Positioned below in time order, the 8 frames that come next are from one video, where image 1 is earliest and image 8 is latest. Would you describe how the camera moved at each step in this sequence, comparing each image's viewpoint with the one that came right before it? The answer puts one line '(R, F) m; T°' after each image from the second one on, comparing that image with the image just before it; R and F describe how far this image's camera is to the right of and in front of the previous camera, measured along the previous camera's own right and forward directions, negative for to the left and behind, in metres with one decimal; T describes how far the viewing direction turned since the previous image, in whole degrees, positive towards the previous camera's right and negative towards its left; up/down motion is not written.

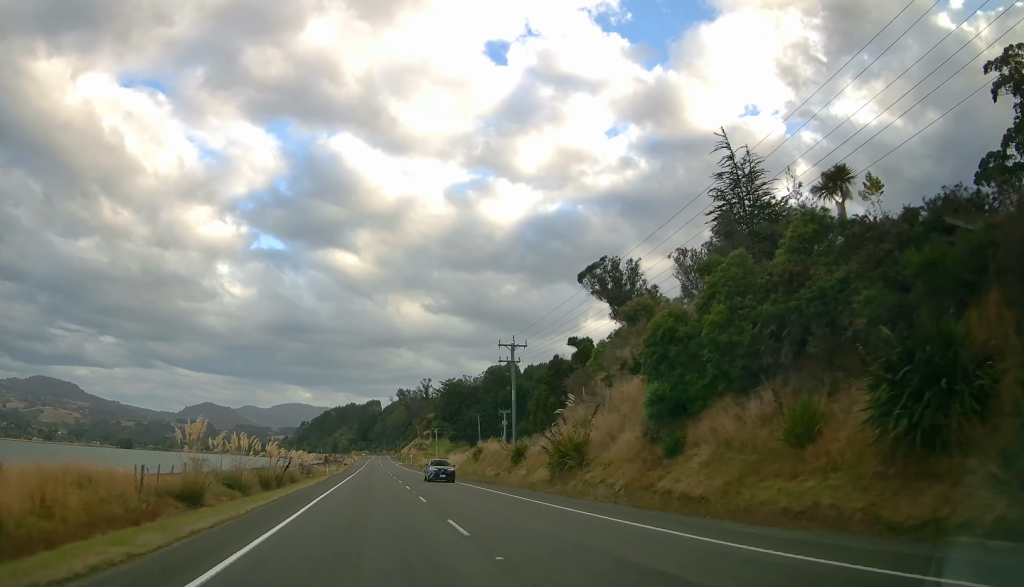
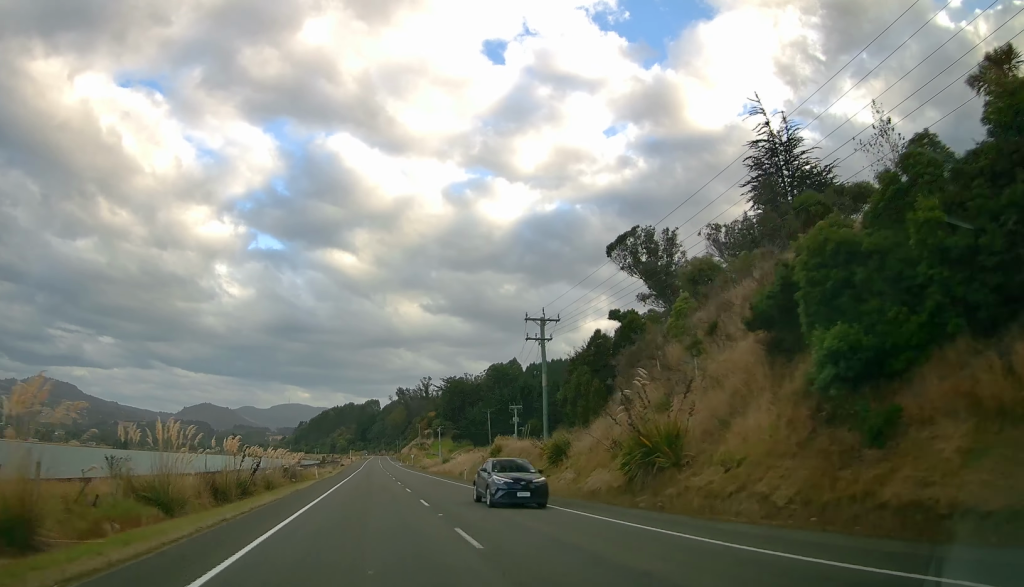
(0.0, +11.6) m; 0°
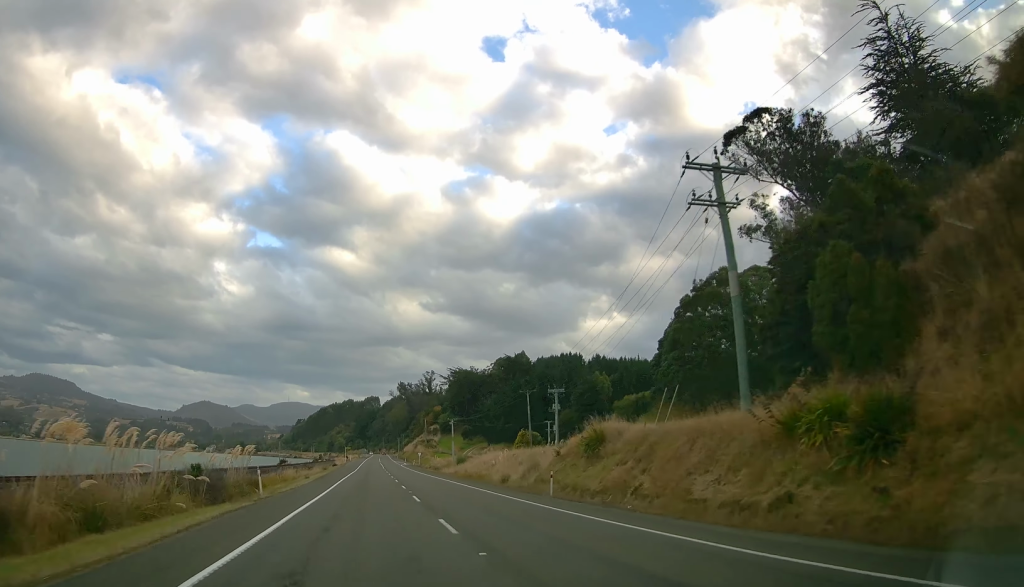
(-0.1, +27.6) m; -1°
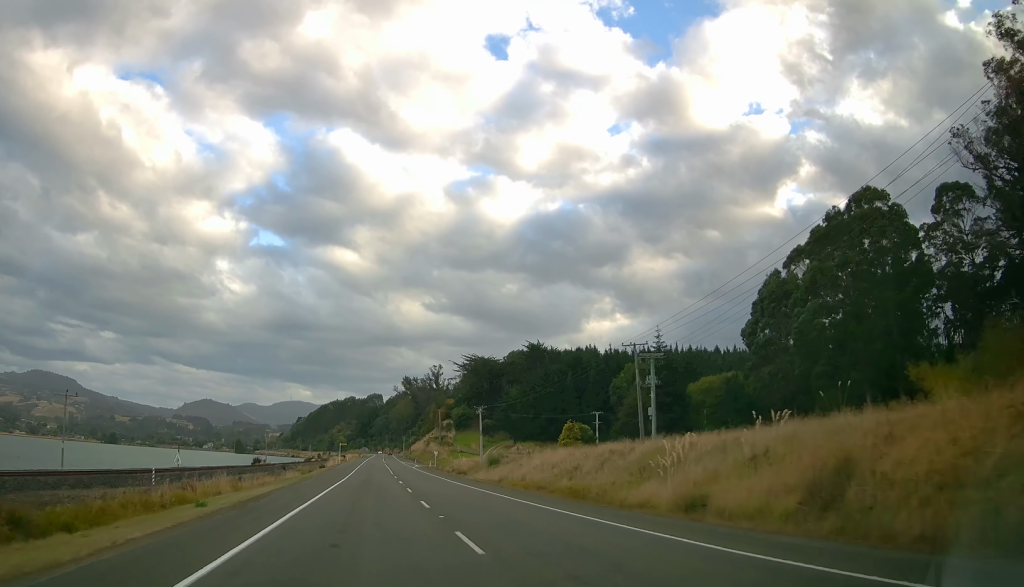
(-0.9, +32.8) m; -2°
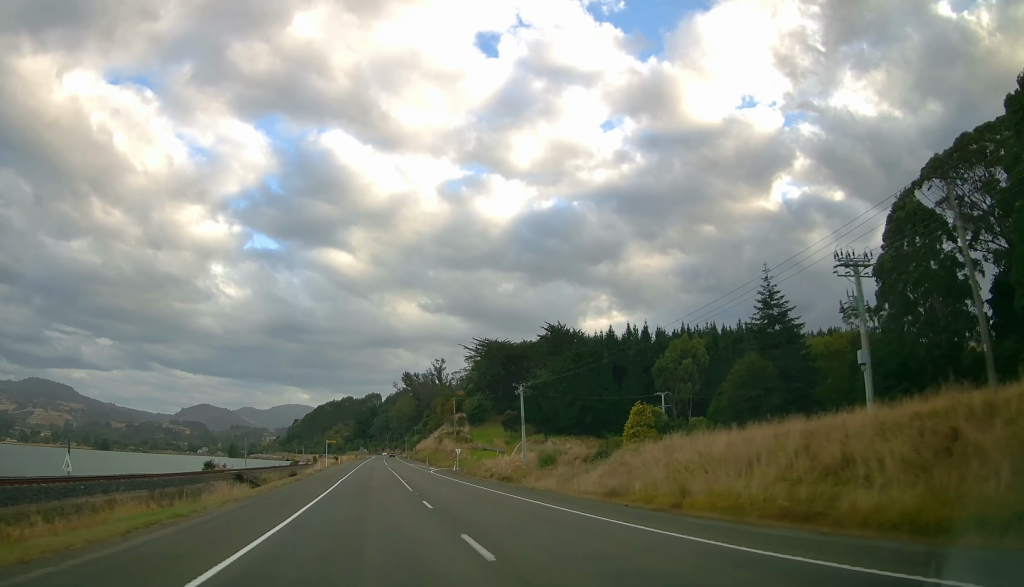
(+0.5, +30.1) m; +2°
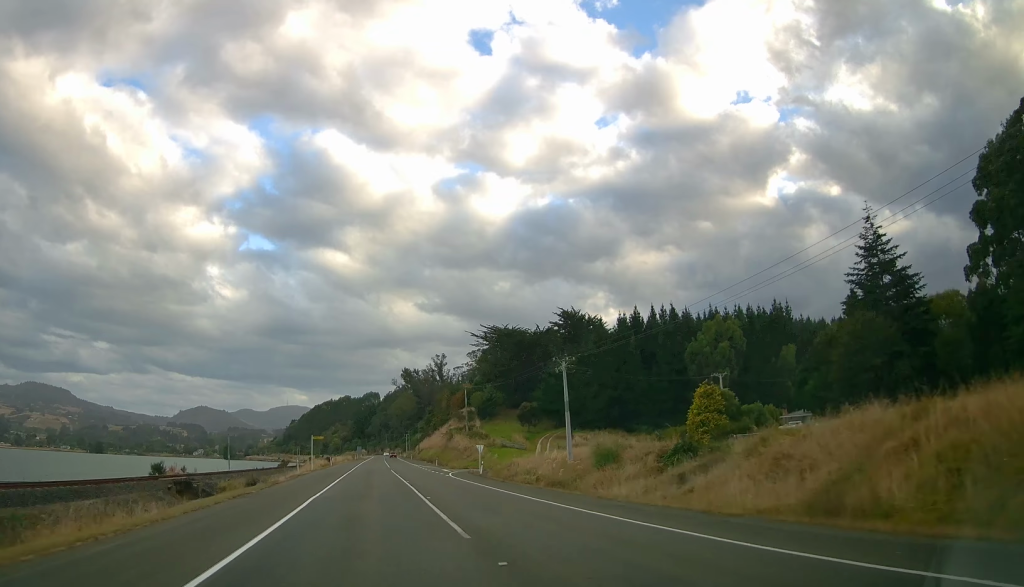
(+0.2, +17.7) m; 0°
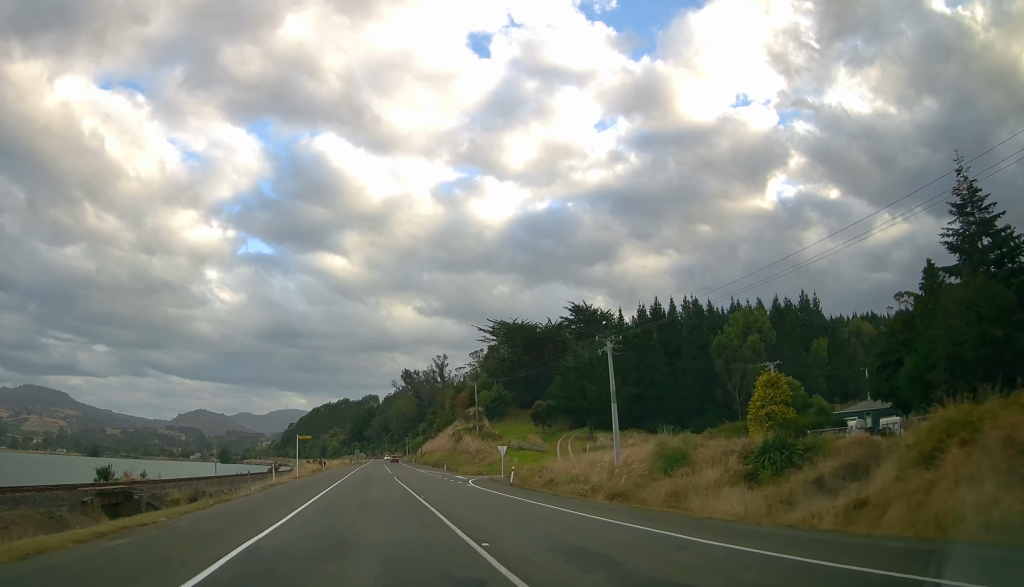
(+0.1, +11.6) m; -1°
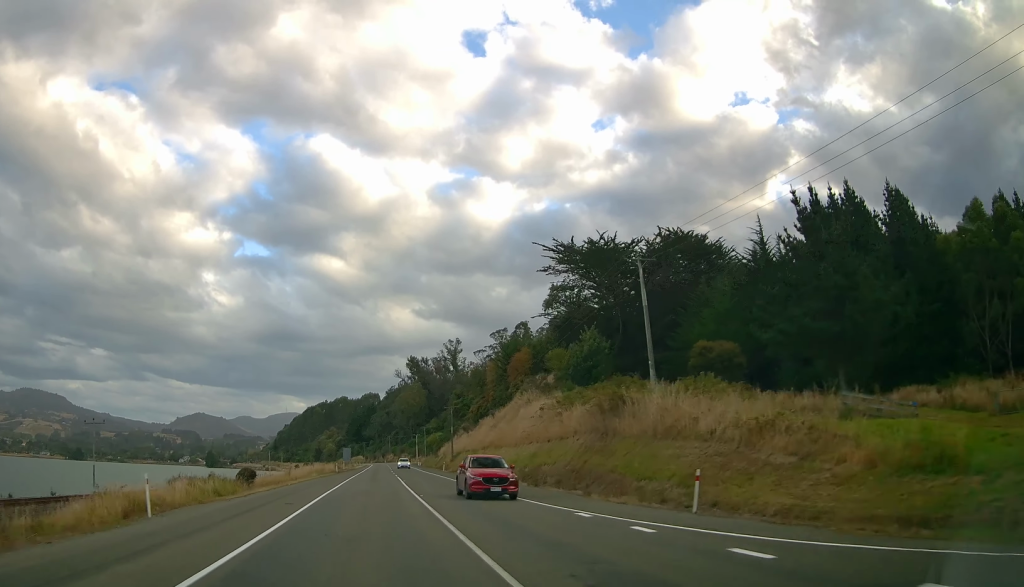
(+0.1, +60.3) m; +2°
